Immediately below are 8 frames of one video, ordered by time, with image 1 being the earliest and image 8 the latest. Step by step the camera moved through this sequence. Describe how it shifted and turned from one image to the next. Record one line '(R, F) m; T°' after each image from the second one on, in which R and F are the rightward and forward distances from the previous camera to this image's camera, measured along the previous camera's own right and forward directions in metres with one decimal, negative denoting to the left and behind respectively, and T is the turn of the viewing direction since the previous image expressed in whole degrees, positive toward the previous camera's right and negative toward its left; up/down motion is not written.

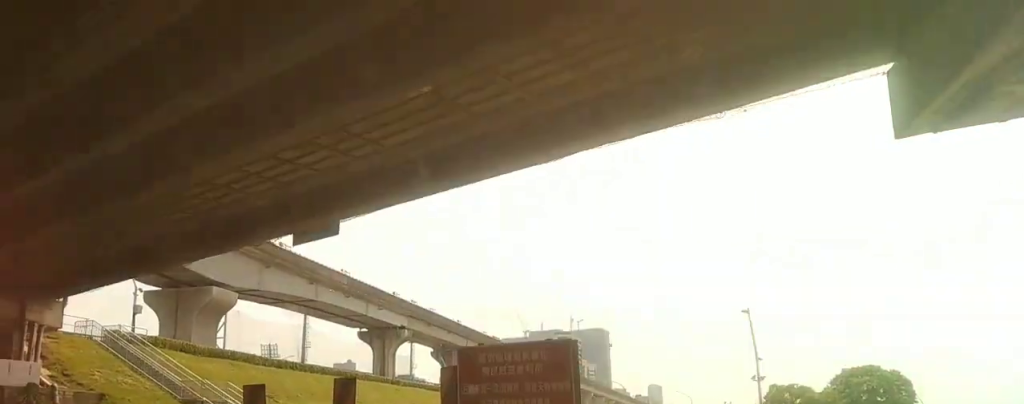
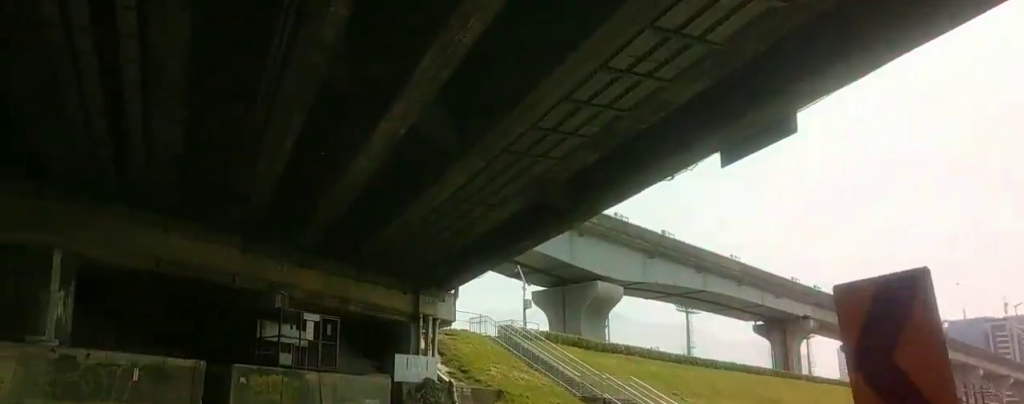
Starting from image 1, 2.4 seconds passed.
(+0.6, +8.2) m; +2°
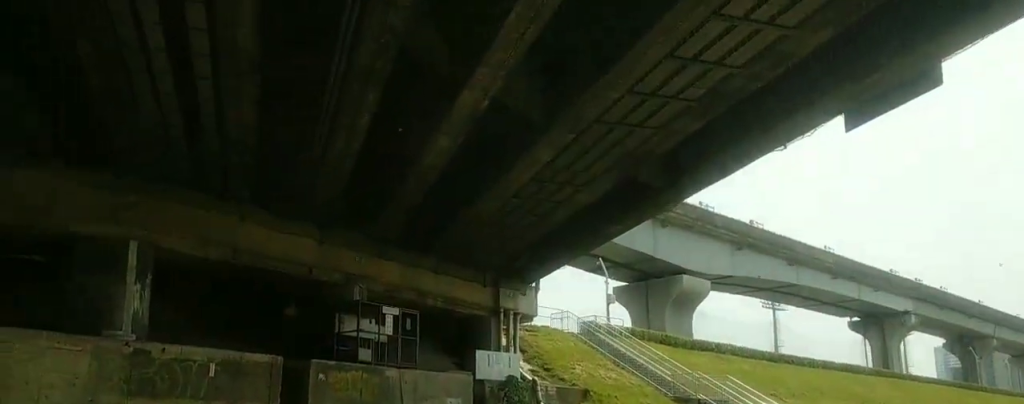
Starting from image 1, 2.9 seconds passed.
(+0.1, +1.7) m; -11°
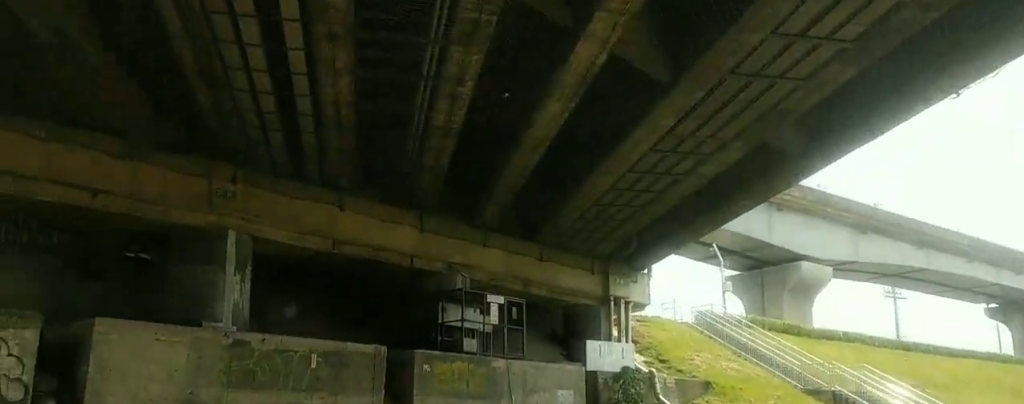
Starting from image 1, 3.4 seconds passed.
(-0.1, +1.9) m; -36°
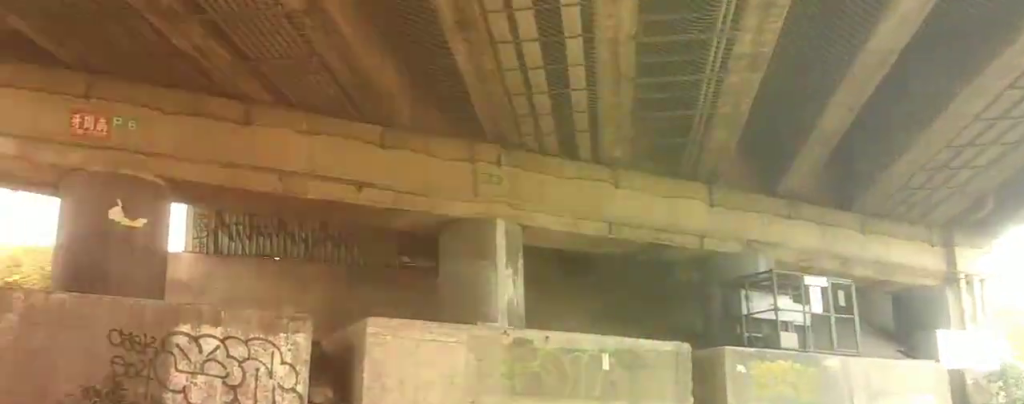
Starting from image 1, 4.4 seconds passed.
(-1.3, +0.8) m; -72°
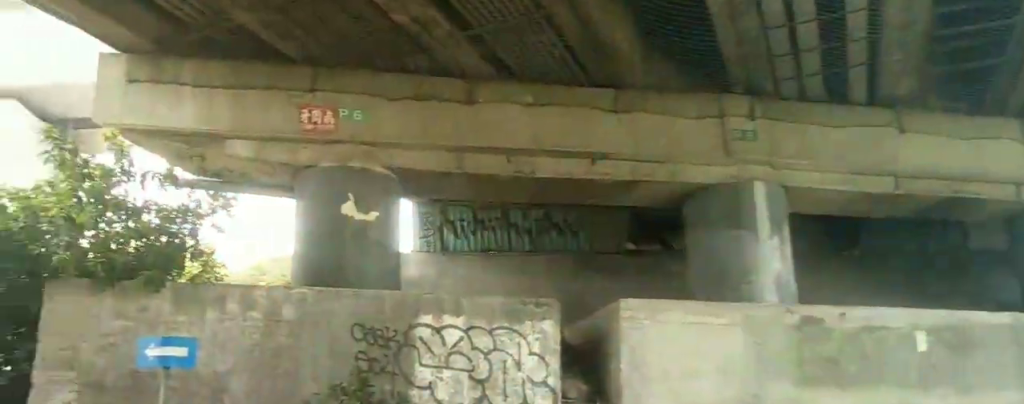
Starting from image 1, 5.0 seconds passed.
(-0.9, +1.8) m; -28°
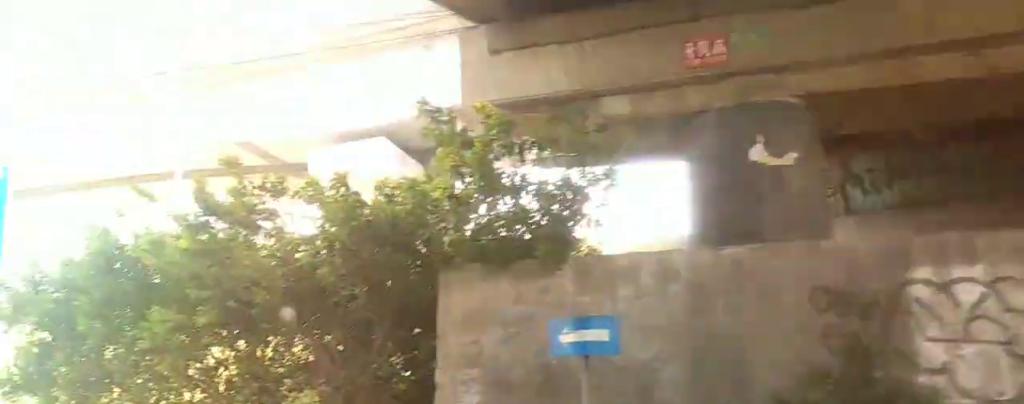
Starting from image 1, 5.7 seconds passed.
(-0.1, +3.0) m; -1°
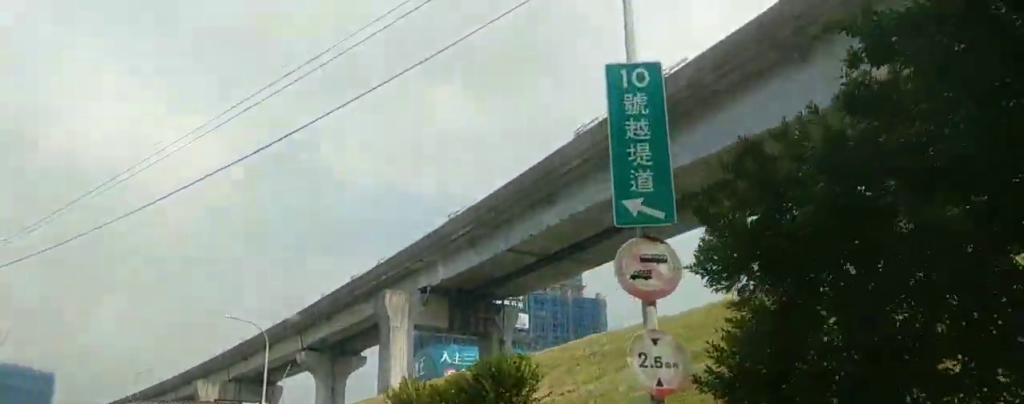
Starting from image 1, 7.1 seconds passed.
(0.0, +6.5) m; 0°
